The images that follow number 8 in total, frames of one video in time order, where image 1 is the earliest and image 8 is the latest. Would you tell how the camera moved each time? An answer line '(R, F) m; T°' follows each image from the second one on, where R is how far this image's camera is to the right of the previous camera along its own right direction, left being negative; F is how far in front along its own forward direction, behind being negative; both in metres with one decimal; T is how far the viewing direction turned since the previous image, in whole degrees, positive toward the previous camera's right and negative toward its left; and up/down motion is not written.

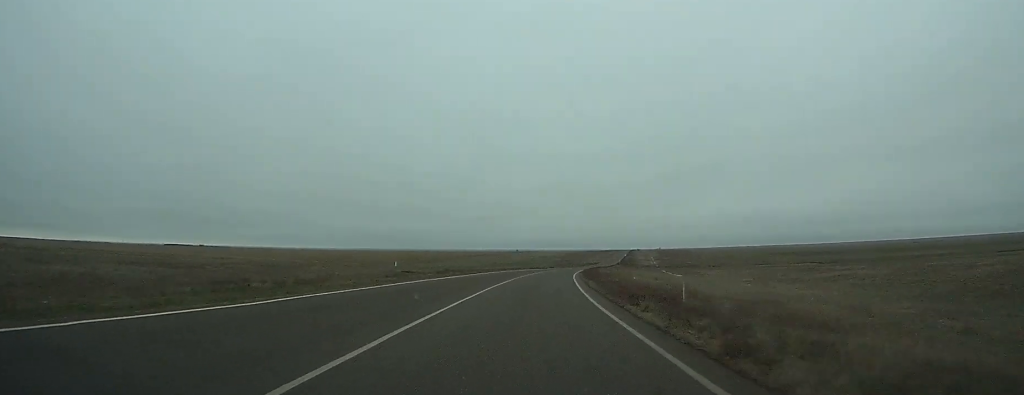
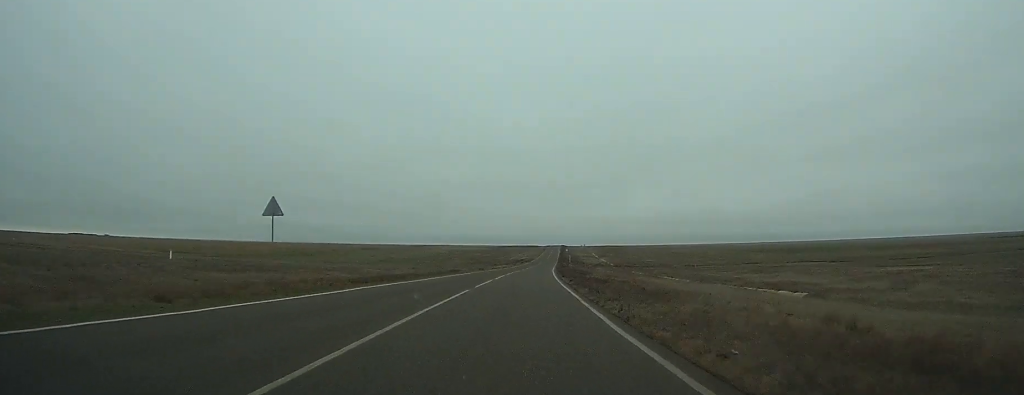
(+4.5, +78.2) m; +6°
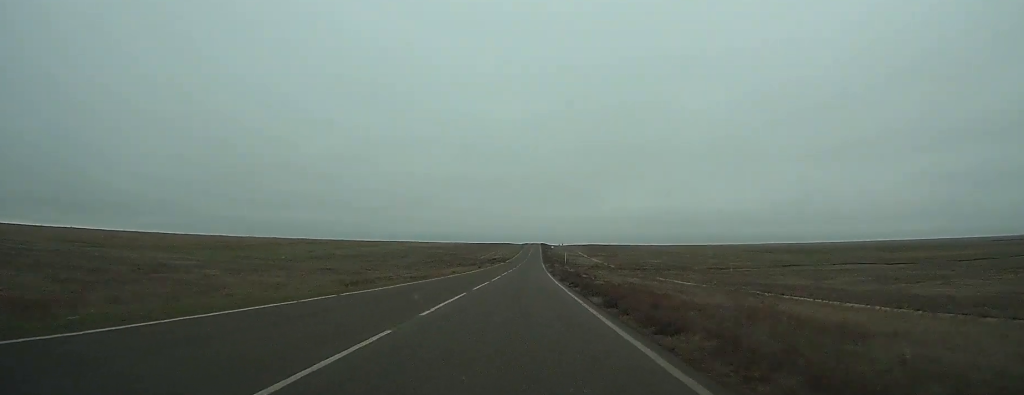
(+1.3, +50.9) m; +2°
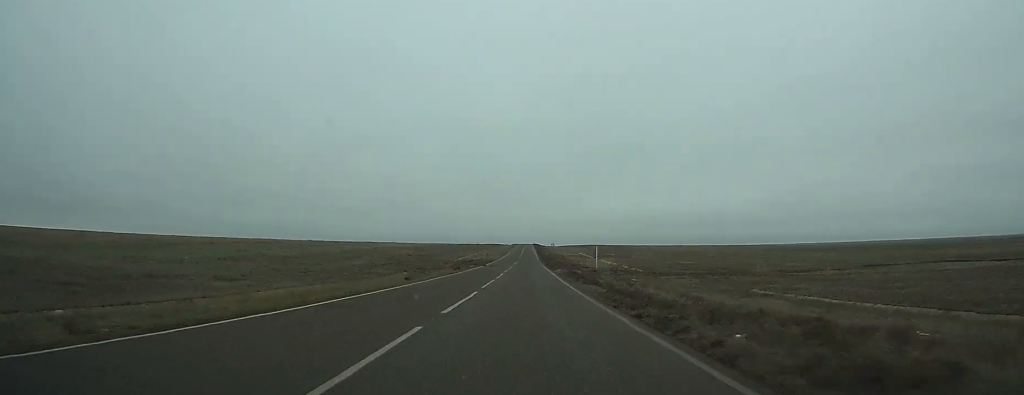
(+0.7, +47.1) m; +1°
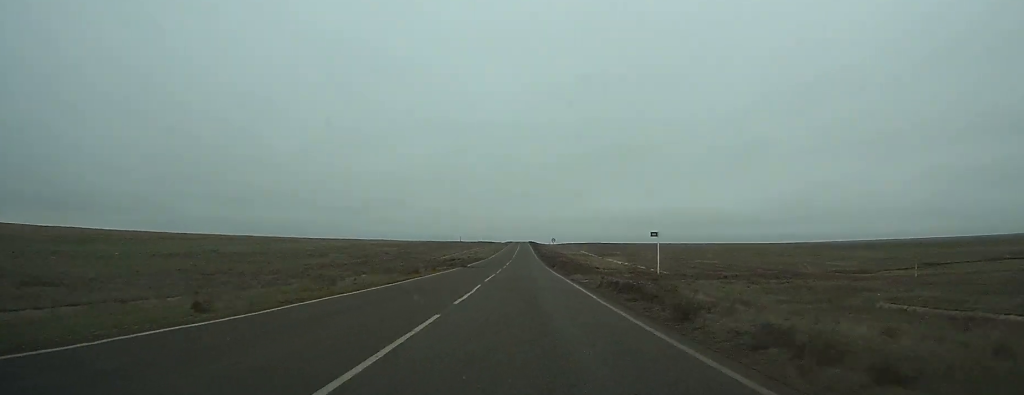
(+0.2, +21.7) m; 0°
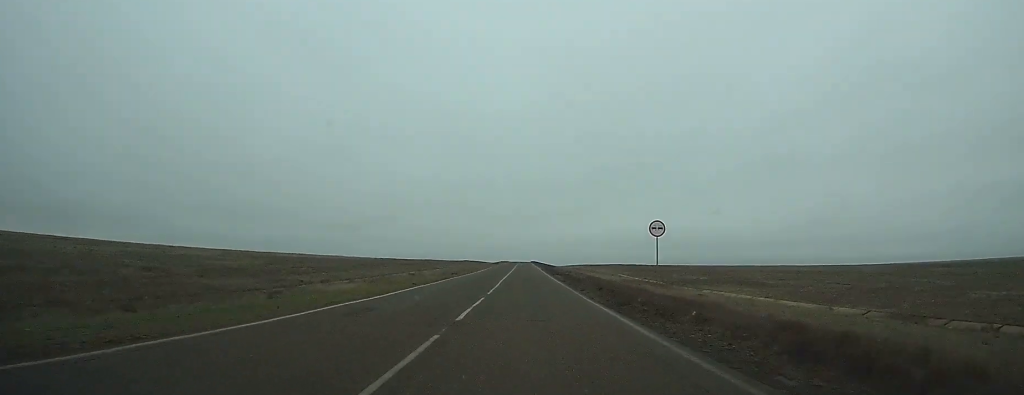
(+0.6, +83.8) m; +1°
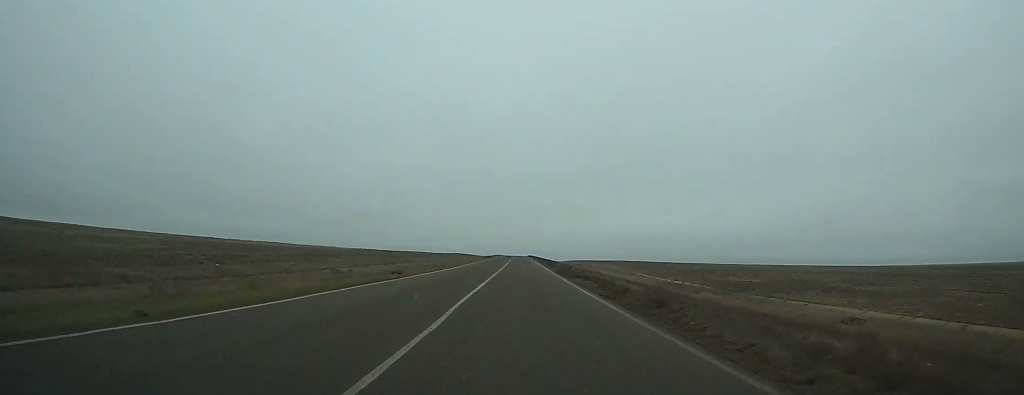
(0.0, +25.7) m; 0°
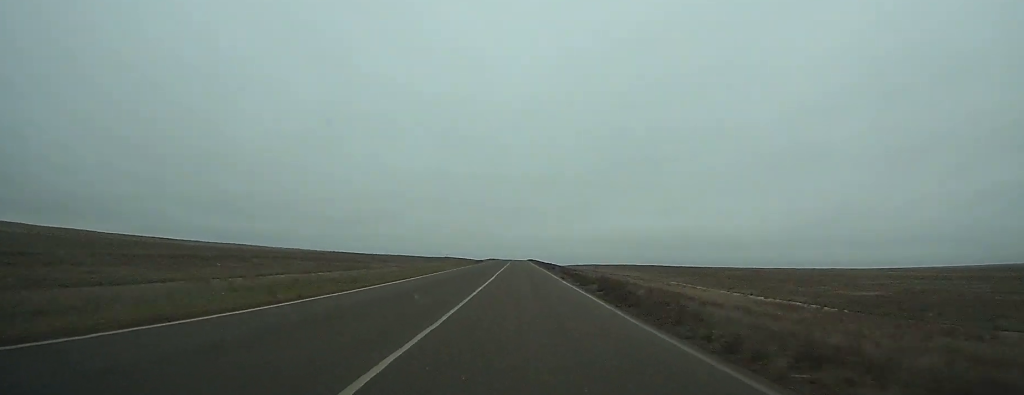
(0.0, +29.2) m; 0°
